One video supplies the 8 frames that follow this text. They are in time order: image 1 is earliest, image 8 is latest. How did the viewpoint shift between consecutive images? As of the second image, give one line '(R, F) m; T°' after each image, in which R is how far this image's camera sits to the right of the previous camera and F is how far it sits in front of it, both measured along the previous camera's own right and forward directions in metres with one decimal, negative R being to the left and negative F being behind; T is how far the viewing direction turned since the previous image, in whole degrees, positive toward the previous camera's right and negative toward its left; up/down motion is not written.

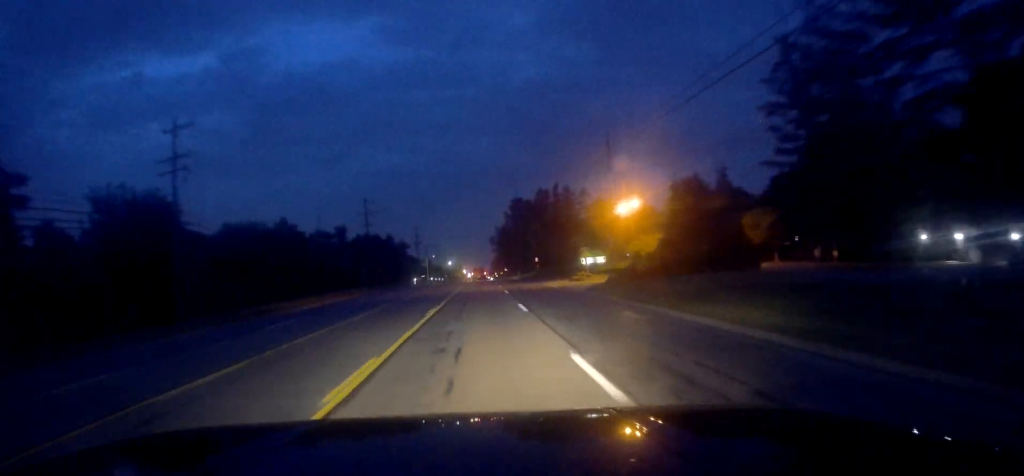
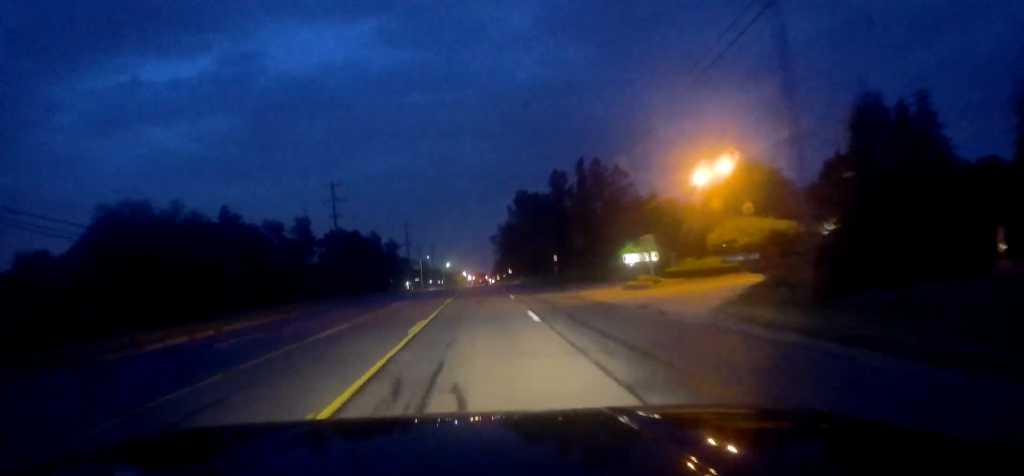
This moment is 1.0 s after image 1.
(+0.5, +20.9) m; +1°
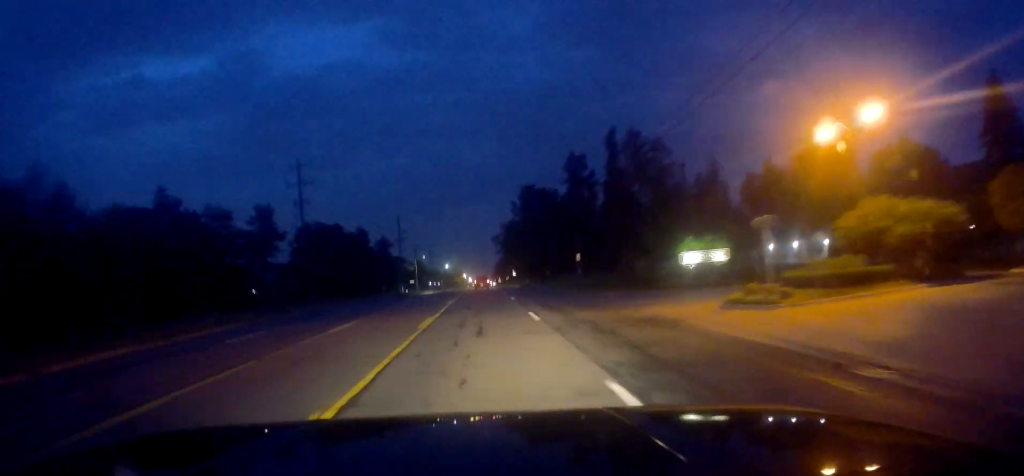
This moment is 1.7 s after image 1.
(-0.3, +14.1) m; 0°
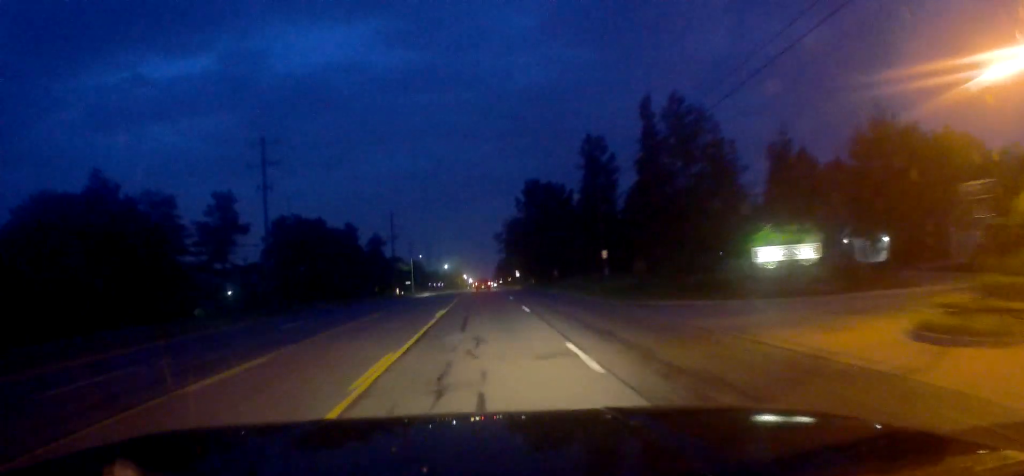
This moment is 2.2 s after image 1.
(+0.2, +10.0) m; -1°
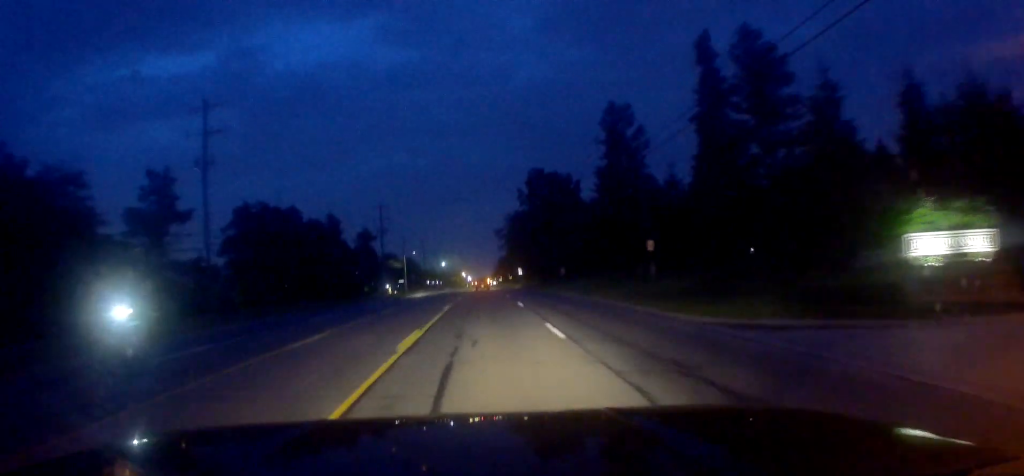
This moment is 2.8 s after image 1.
(+0.3, +10.7) m; -1°
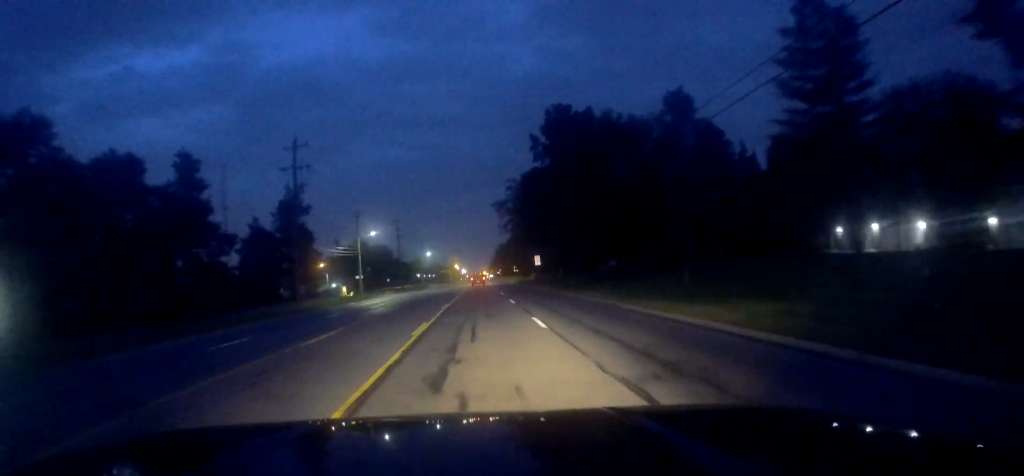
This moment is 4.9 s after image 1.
(-0.1, +42.0) m; 0°
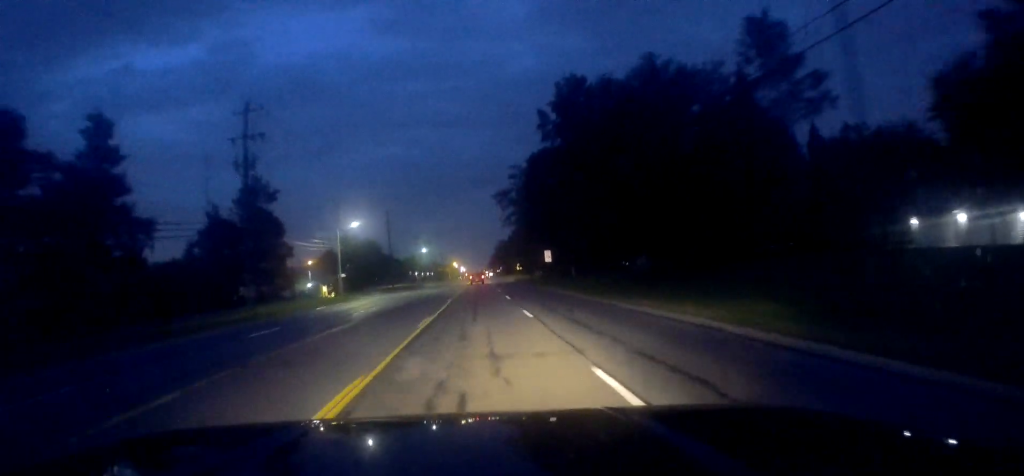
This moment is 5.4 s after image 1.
(-0.5, +11.3) m; 0°
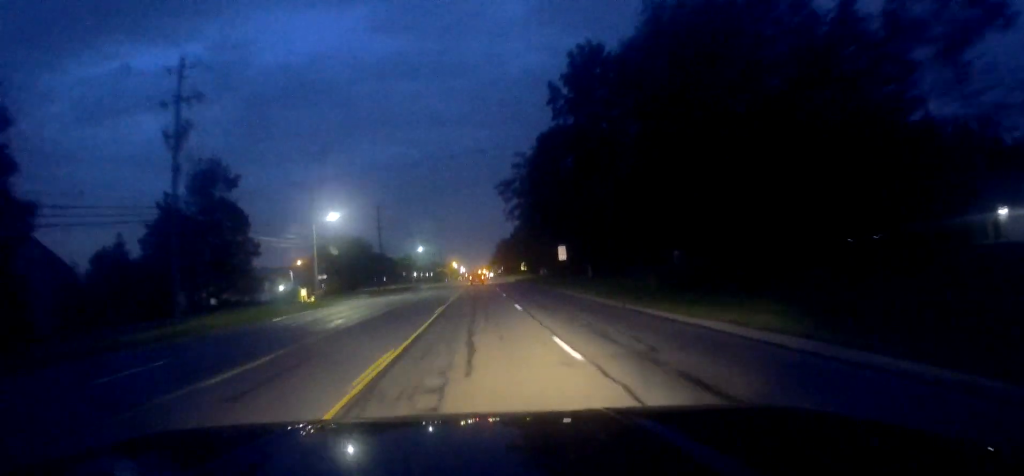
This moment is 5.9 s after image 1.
(-0.1, +10.0) m; 0°
